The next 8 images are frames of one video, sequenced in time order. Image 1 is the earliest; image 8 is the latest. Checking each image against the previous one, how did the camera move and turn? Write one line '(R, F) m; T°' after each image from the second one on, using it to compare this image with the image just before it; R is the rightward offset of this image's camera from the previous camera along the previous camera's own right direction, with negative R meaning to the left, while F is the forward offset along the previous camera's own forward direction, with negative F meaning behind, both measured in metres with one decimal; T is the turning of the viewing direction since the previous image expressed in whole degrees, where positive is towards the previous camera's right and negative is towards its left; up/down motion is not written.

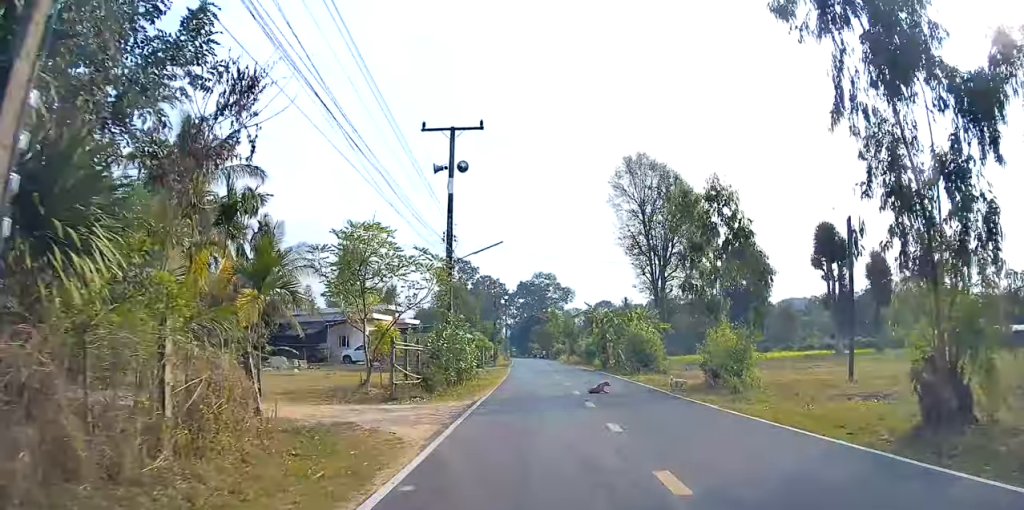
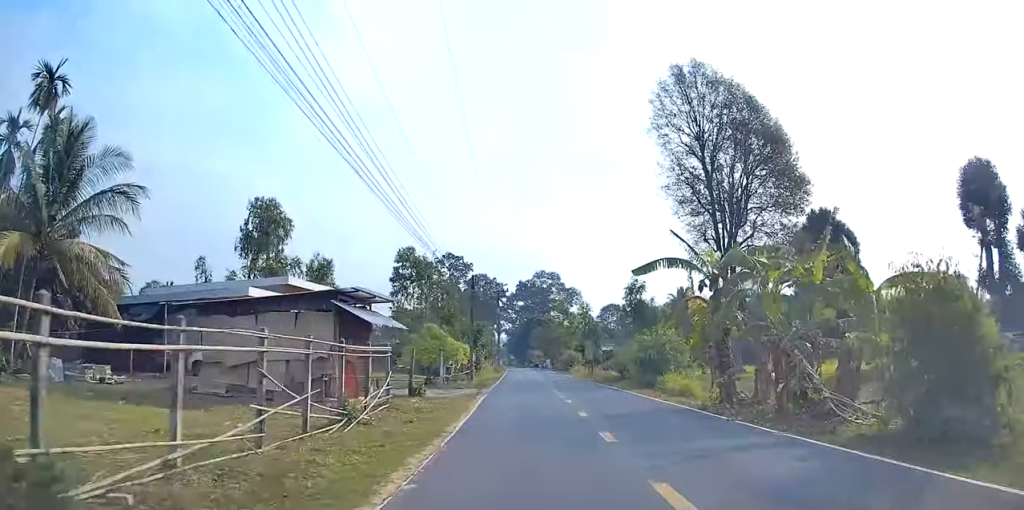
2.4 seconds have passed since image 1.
(+0.9, +29.2) m; 0°
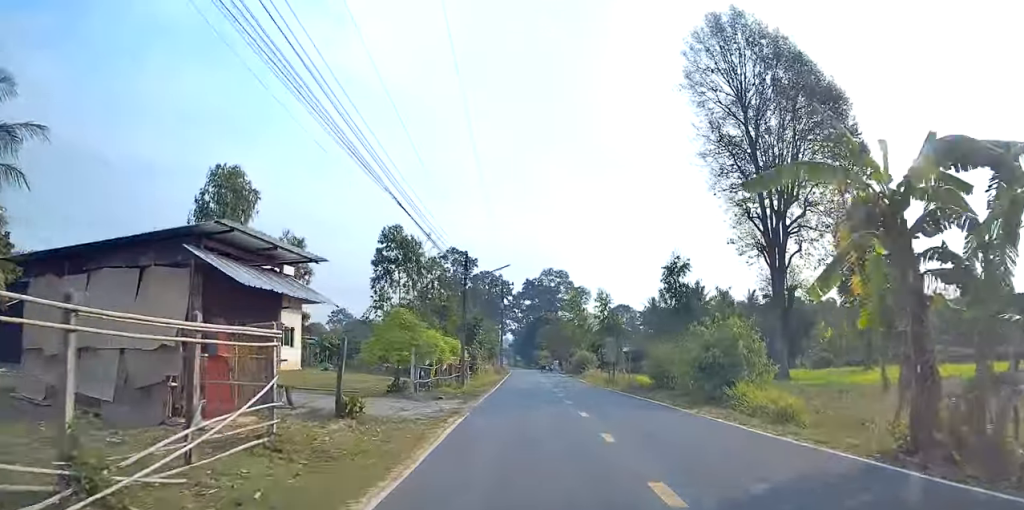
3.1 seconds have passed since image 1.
(-0.1, +9.0) m; -1°
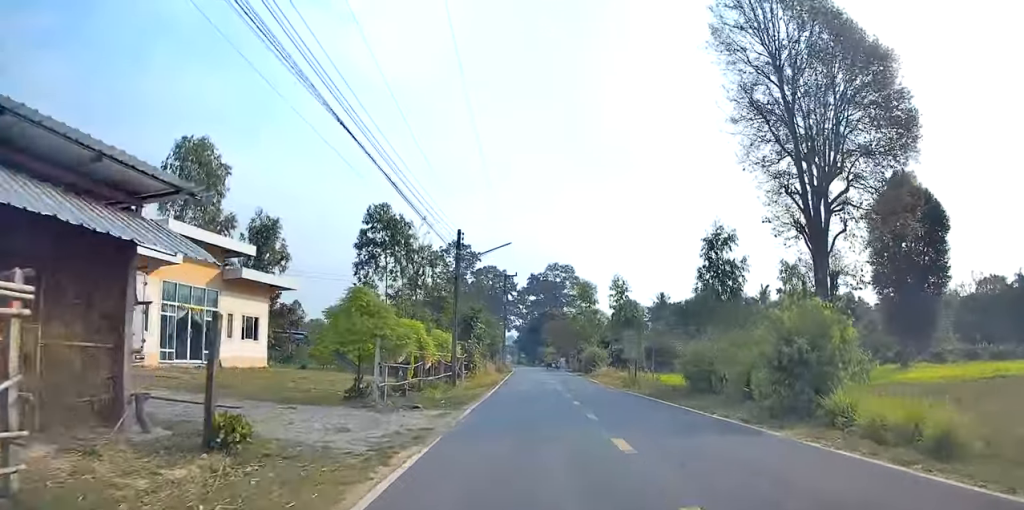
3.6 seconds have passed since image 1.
(-0.1, +5.9) m; -1°
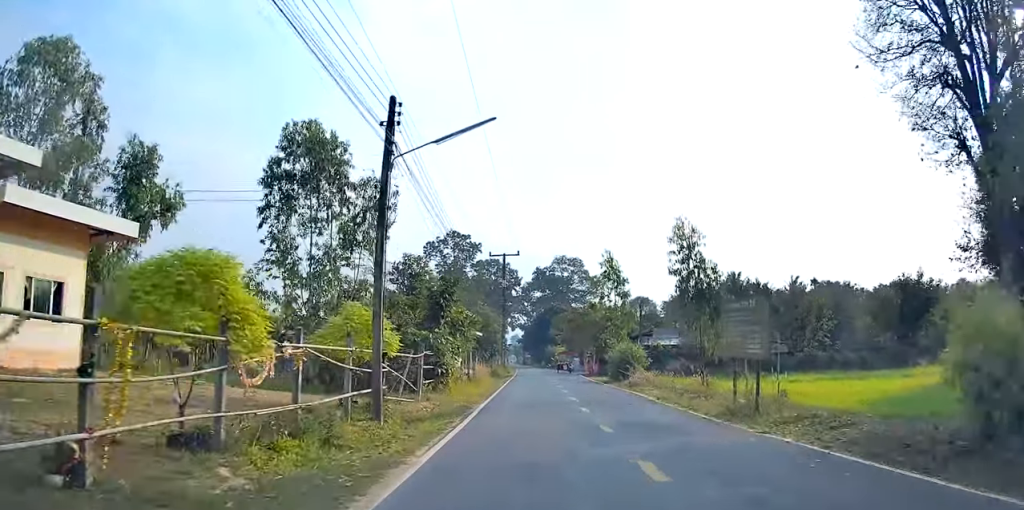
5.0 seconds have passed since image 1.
(+0.1, +15.6) m; +1°
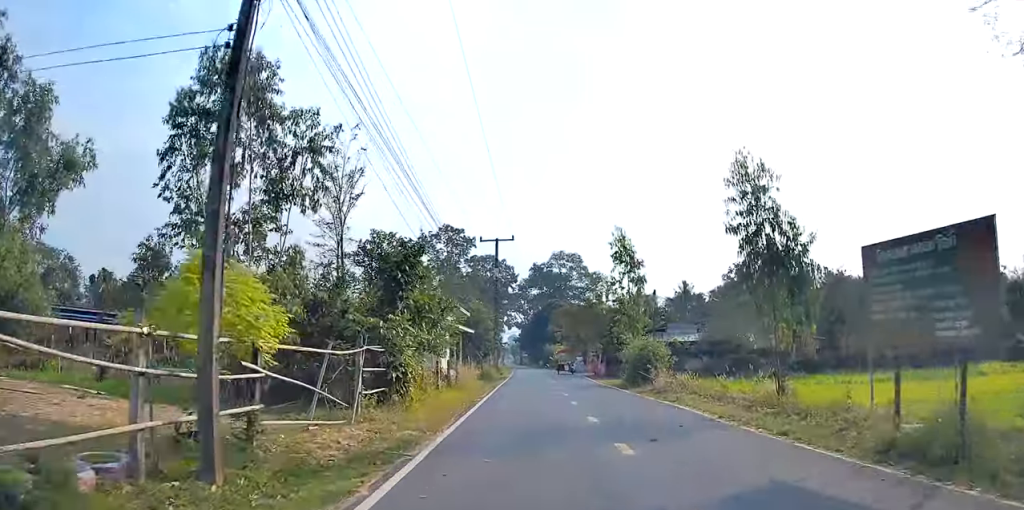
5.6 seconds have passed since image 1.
(+0.1, +7.1) m; +1°
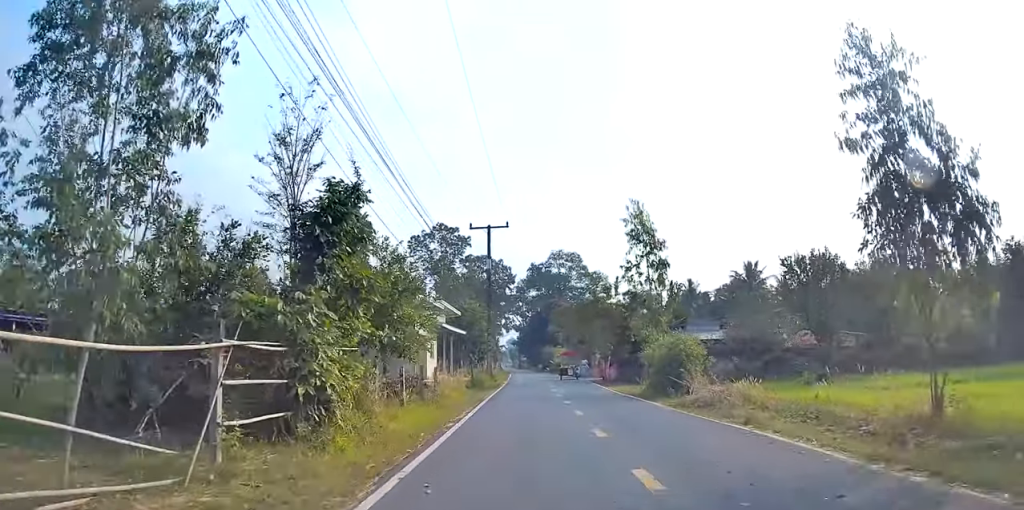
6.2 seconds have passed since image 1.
(0.0, +6.7) m; 0°
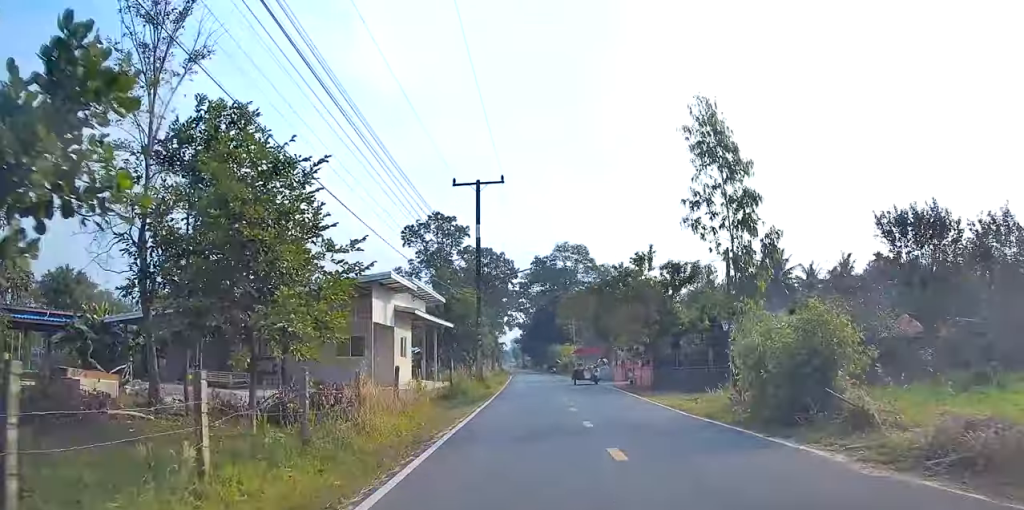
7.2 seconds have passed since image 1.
(0.0, +11.3) m; -1°
